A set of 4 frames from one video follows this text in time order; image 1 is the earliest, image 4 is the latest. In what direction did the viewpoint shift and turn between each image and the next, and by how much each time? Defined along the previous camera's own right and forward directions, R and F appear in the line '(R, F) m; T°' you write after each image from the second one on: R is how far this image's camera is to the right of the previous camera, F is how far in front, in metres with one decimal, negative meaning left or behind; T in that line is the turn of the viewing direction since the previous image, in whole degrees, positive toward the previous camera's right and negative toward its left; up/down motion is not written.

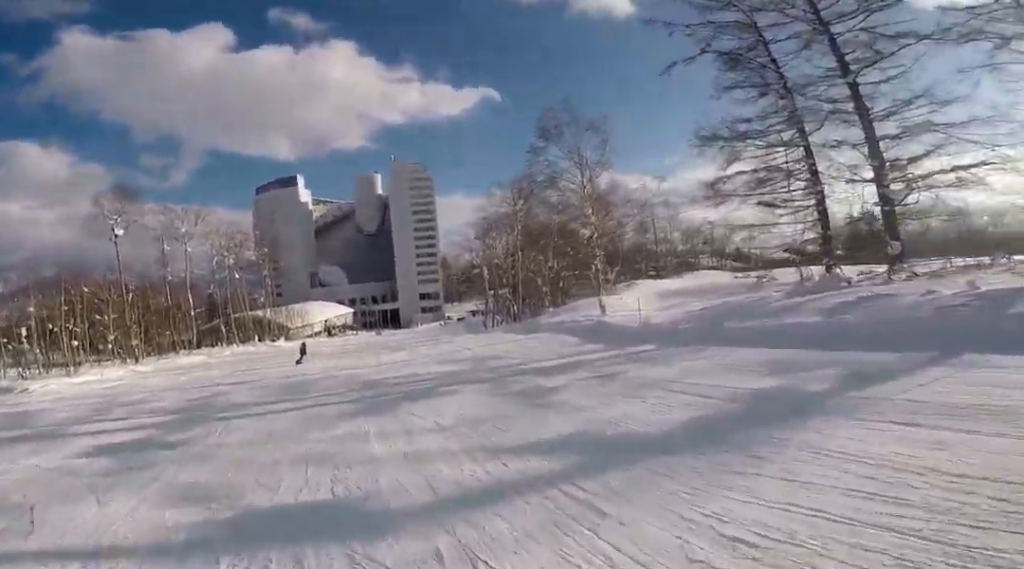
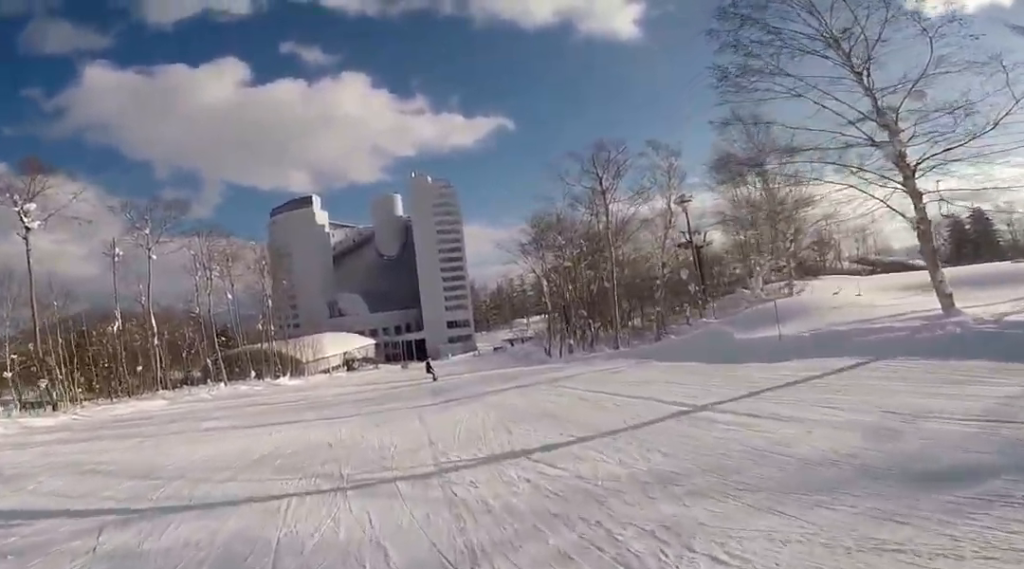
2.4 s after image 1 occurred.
(0.0, +13.7) m; +1°
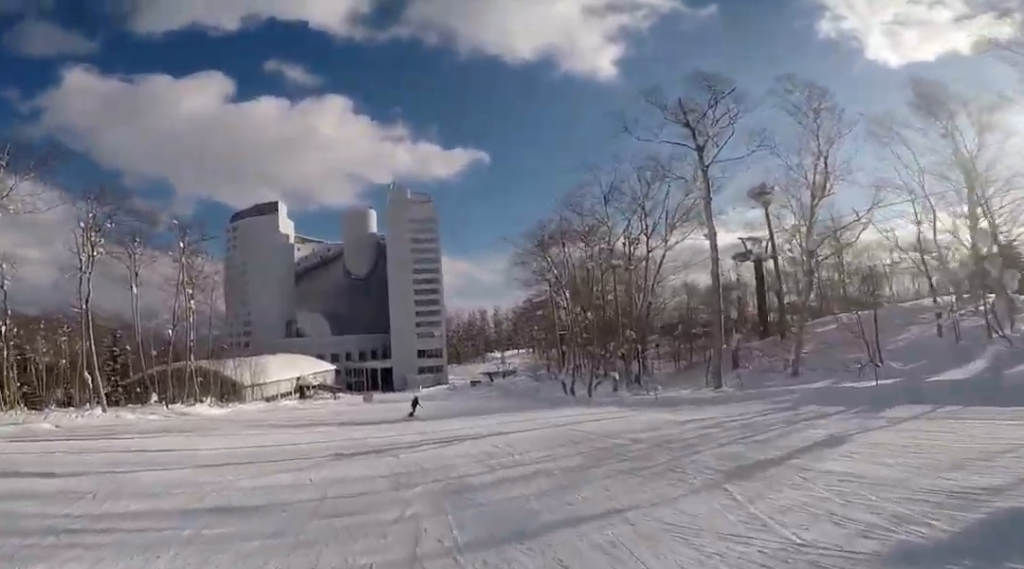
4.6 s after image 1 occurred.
(+1.4, +13.2) m; +11°
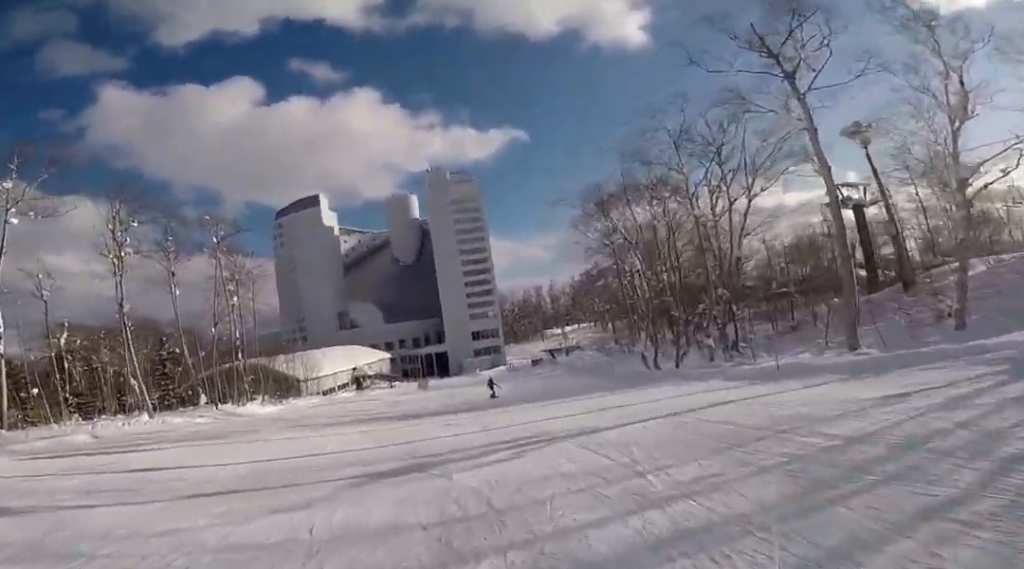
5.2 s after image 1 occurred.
(0.0, +3.2) m; +1°
